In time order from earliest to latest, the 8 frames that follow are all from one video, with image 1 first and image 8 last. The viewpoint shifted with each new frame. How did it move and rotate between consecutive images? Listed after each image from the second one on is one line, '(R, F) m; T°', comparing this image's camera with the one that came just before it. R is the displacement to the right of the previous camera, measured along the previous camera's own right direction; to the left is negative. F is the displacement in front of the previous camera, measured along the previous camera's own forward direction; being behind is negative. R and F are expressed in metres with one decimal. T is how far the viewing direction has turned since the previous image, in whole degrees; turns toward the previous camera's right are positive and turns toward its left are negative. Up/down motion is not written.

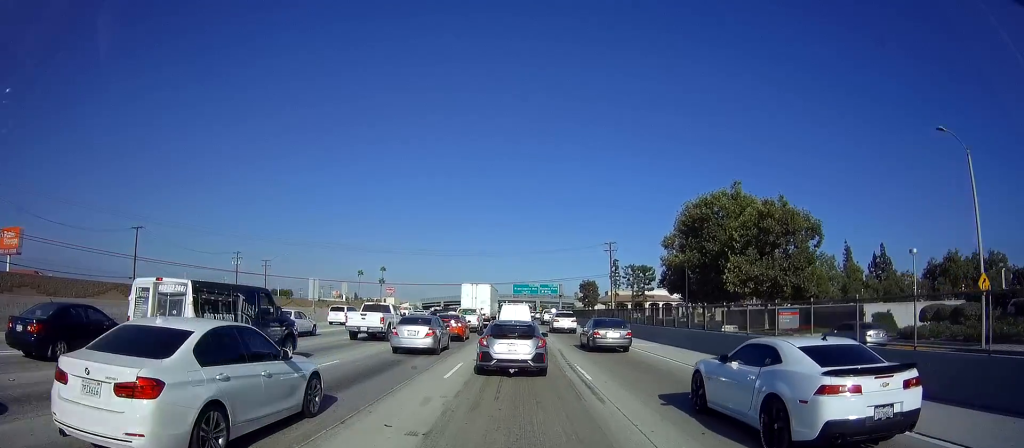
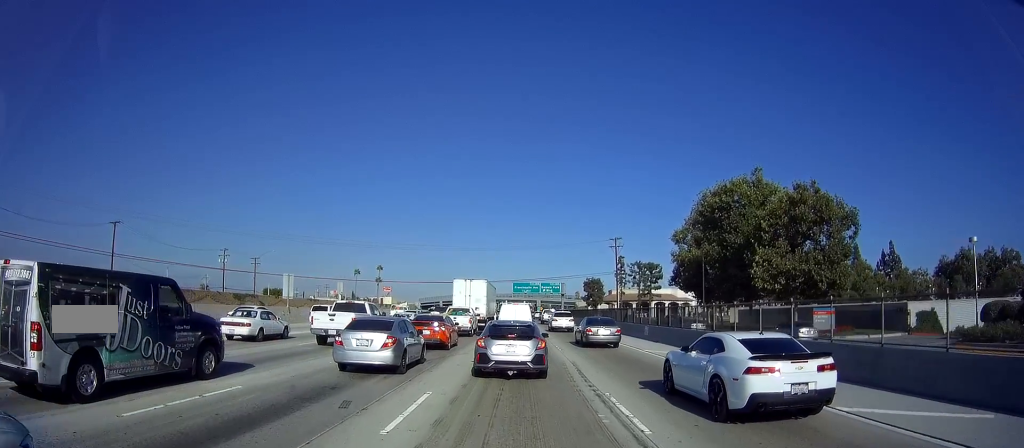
(+0.1, +5.5) m; 0°
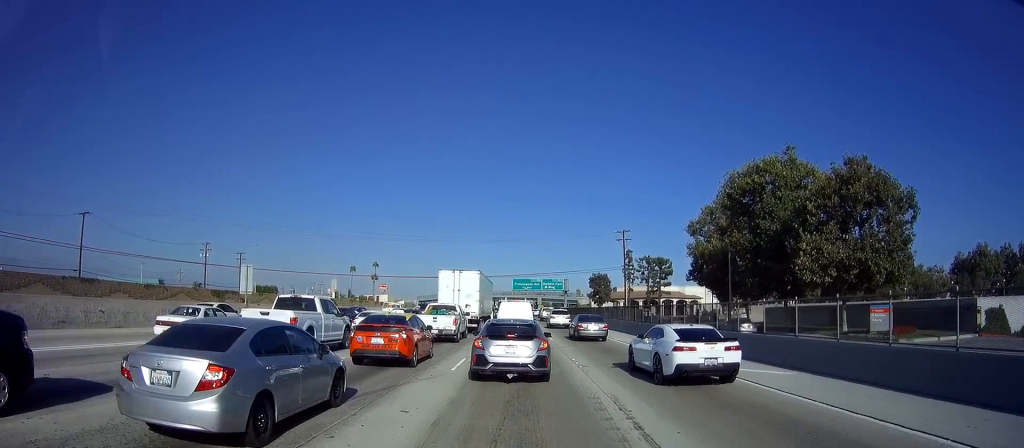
(-0.2, +6.6) m; -3°
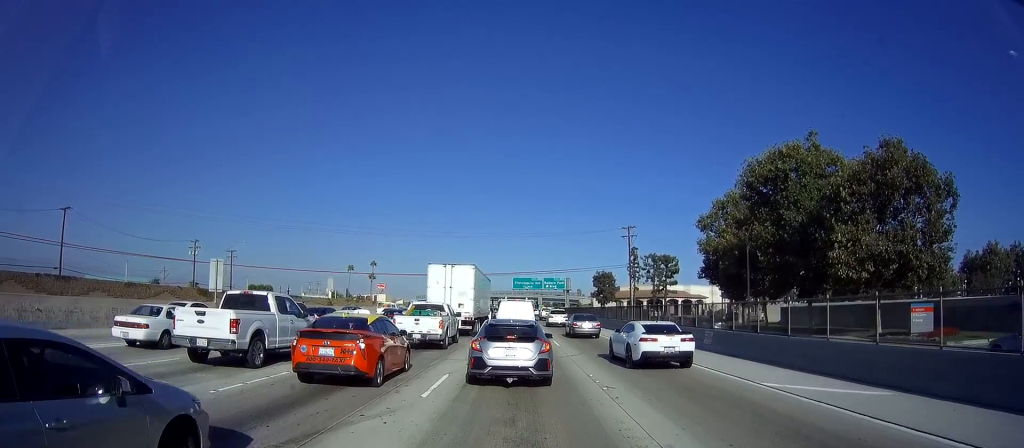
(-0.1, +3.4) m; 0°
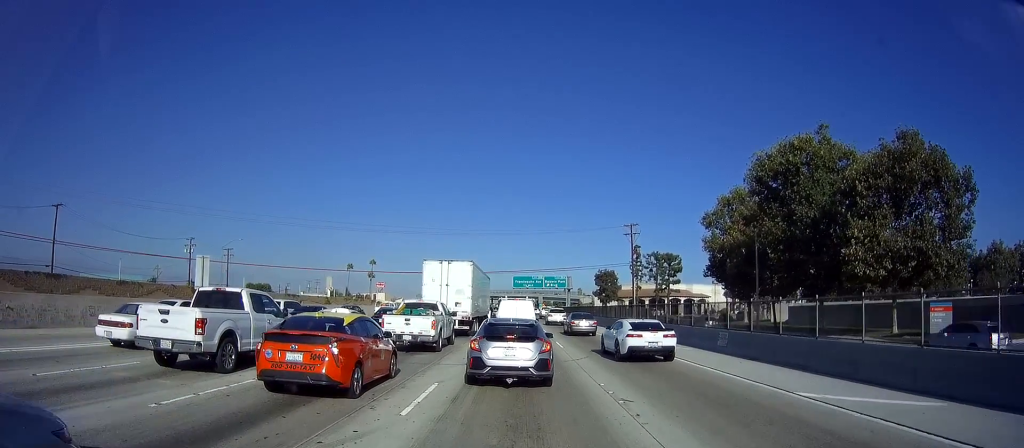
(0.0, +1.4) m; +1°
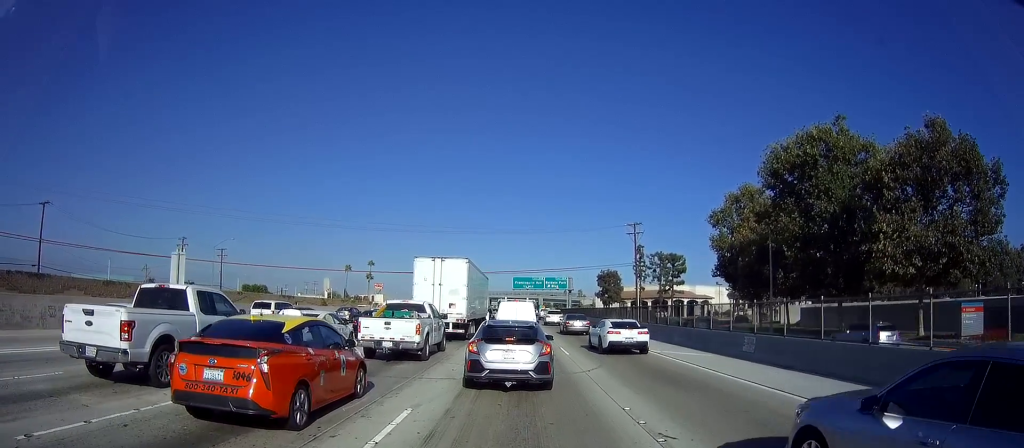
(+0.1, +2.2) m; +3°
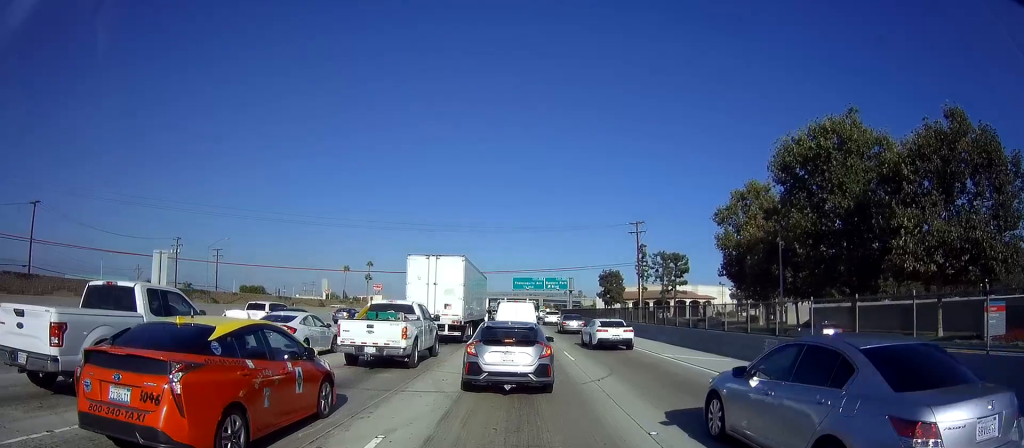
(0.0, +1.3) m; +1°
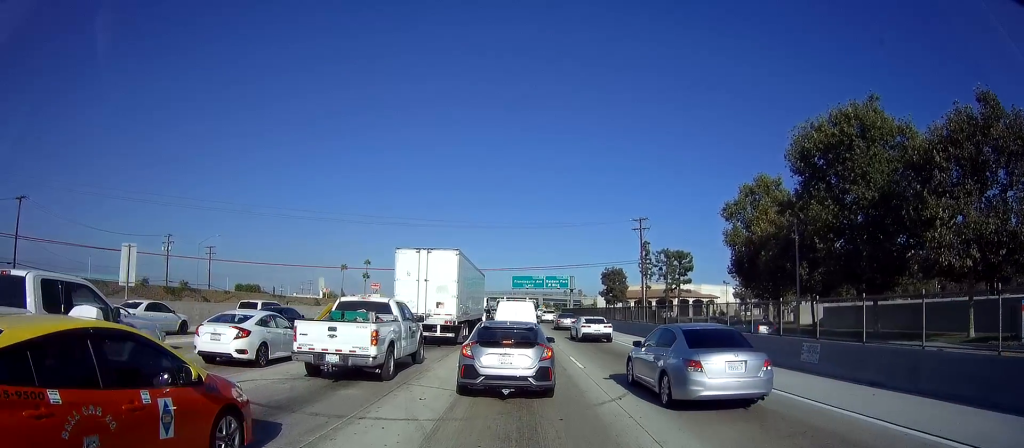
(+0.1, +2.1) m; 0°
